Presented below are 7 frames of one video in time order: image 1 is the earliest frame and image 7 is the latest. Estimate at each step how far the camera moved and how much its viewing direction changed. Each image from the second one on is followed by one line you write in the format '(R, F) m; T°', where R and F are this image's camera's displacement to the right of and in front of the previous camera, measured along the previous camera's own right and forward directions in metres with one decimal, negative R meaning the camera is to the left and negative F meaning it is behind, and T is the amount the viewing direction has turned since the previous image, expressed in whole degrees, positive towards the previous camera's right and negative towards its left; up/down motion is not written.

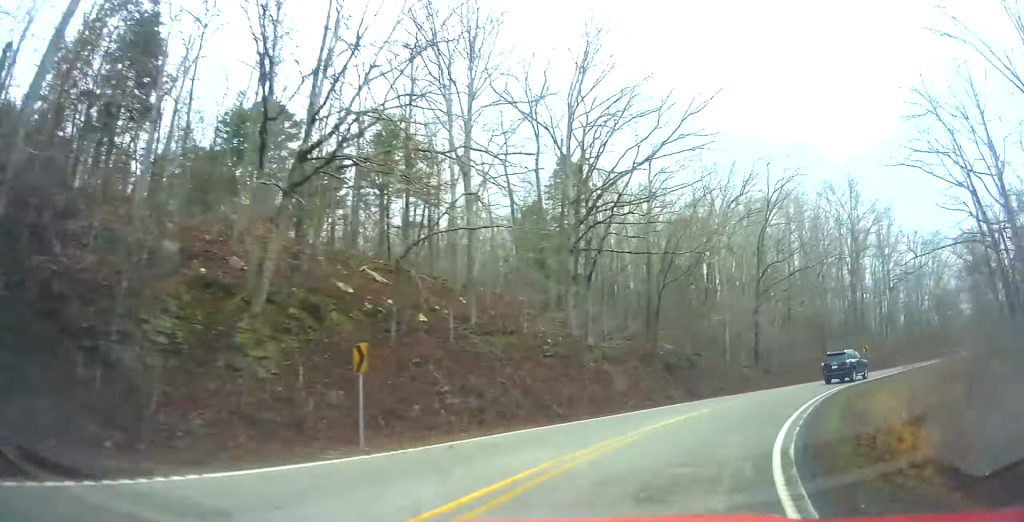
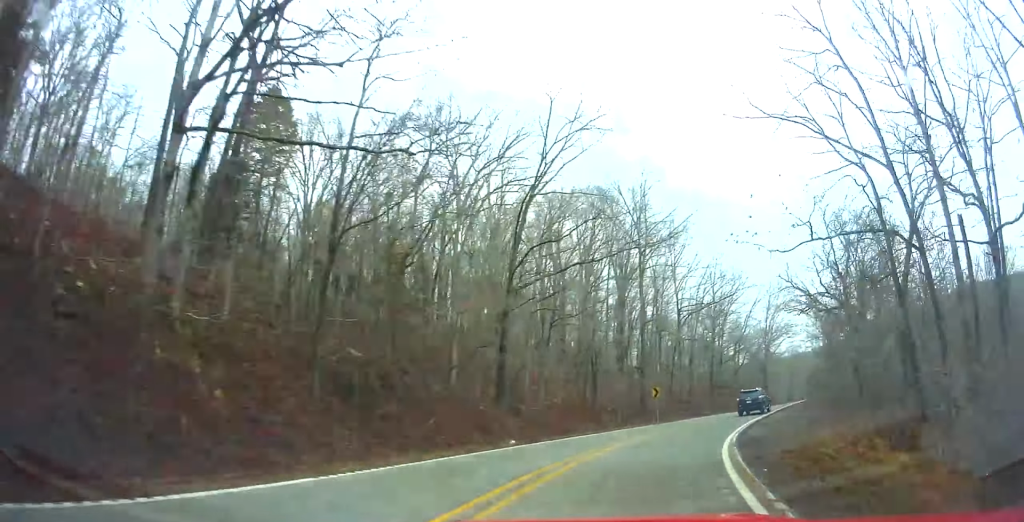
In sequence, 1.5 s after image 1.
(-0.3, +15.4) m; +19°
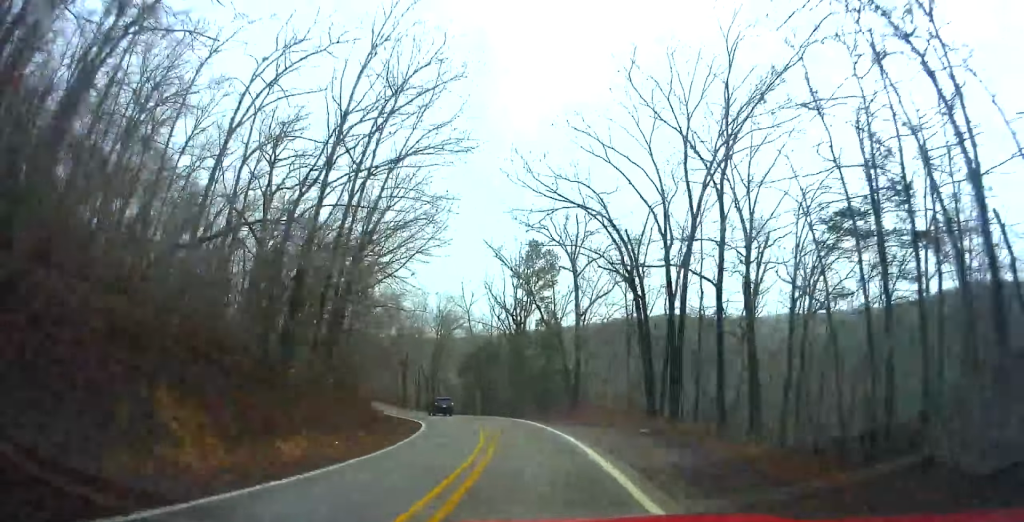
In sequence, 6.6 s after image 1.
(+42.4, +47.2) m; +52°
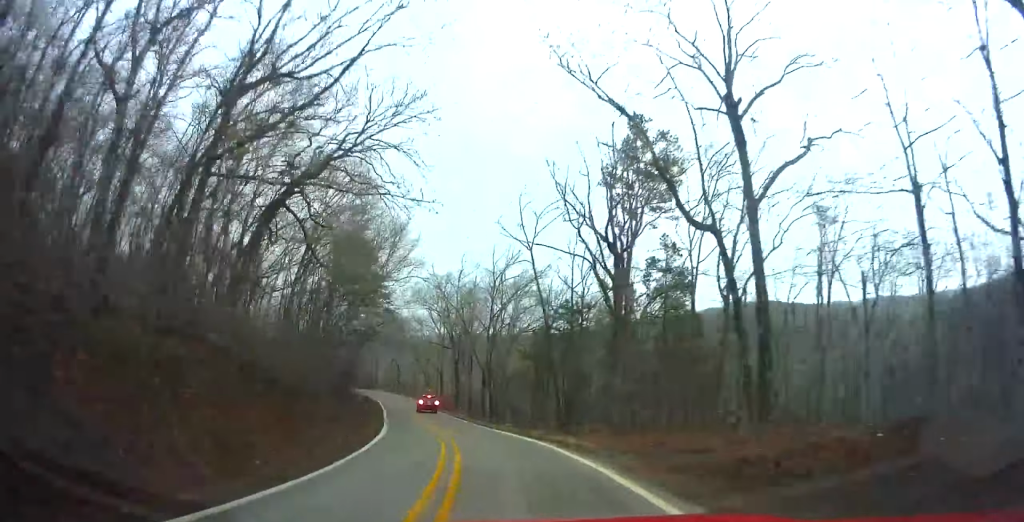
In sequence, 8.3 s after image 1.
(+0.5, +26.2) m; -2°
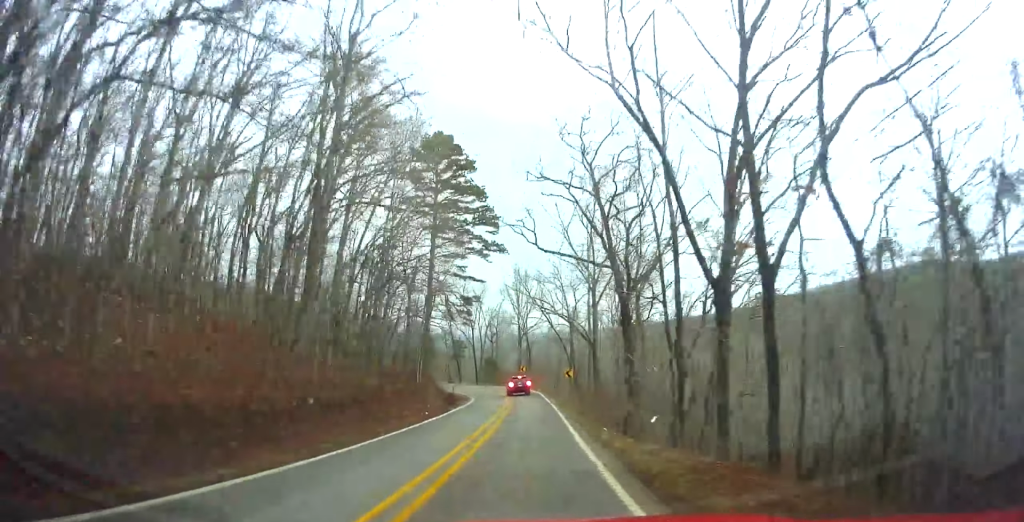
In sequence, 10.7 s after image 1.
(-1.2, +38.4) m; -8°
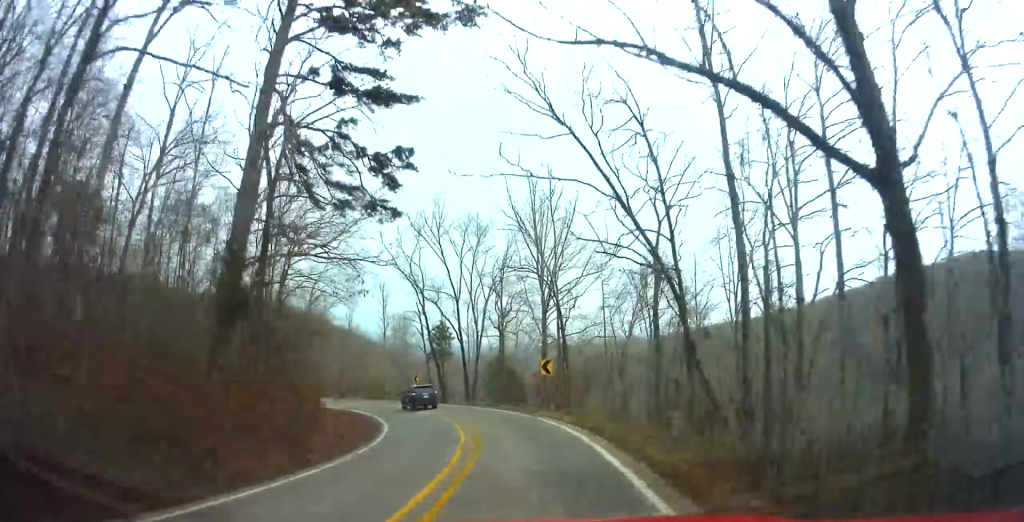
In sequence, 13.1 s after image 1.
(-3.0, +39.9) m; -11°
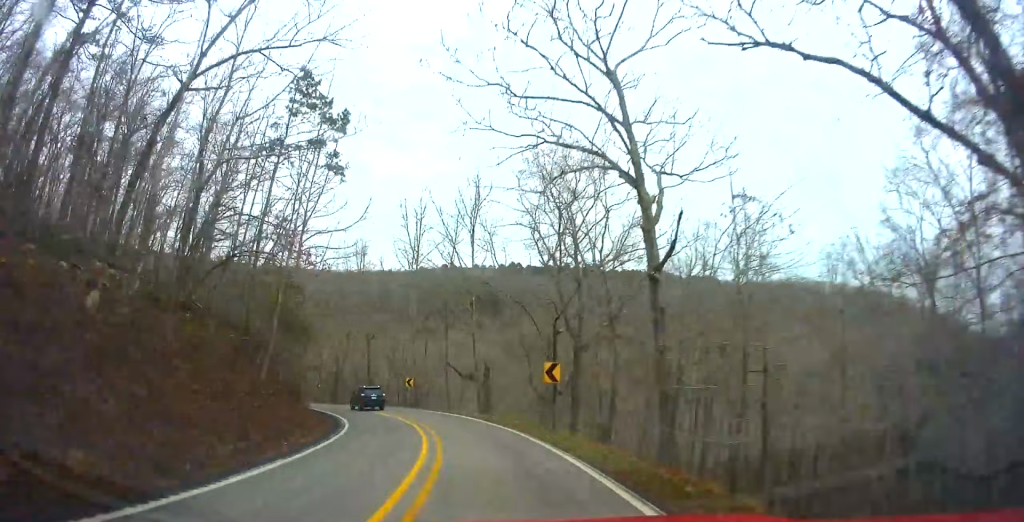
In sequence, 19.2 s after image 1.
(-29.2, +93.9) m; -51°
